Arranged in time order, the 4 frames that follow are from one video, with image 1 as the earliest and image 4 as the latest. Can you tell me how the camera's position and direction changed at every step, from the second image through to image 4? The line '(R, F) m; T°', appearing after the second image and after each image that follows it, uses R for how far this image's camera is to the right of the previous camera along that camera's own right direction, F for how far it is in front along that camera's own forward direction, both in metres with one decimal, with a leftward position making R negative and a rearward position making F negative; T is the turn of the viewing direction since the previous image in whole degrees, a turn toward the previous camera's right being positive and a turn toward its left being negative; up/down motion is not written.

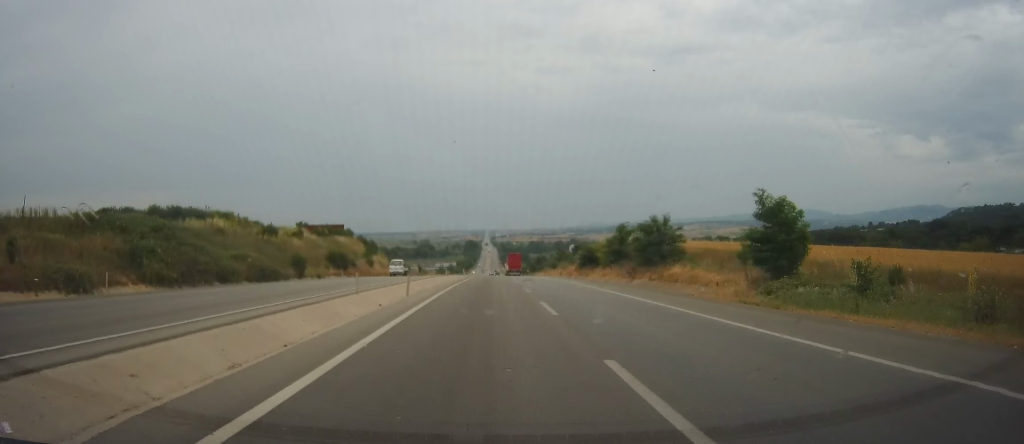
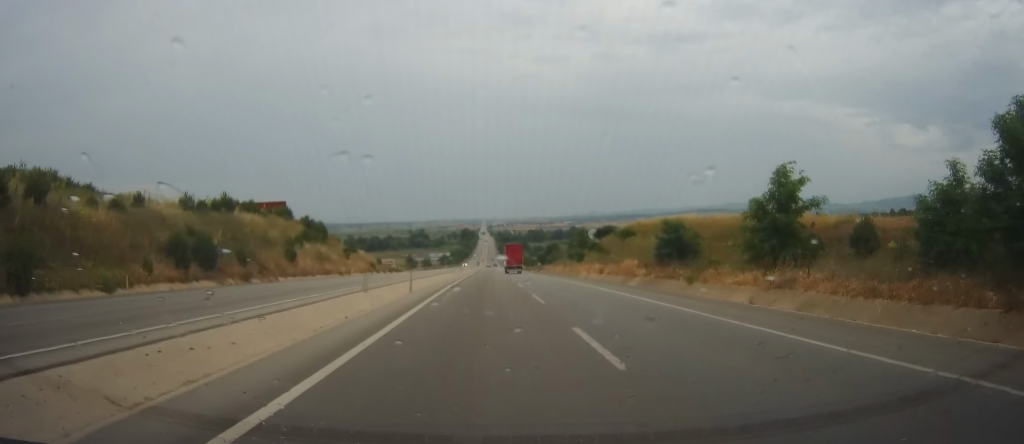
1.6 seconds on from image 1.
(+0.6, +43.0) m; +1°
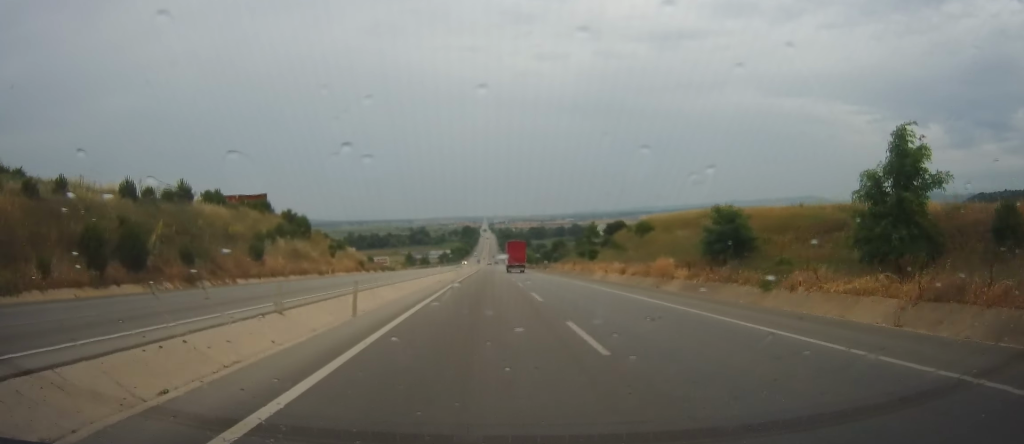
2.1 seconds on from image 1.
(+0.1, +11.6) m; 0°
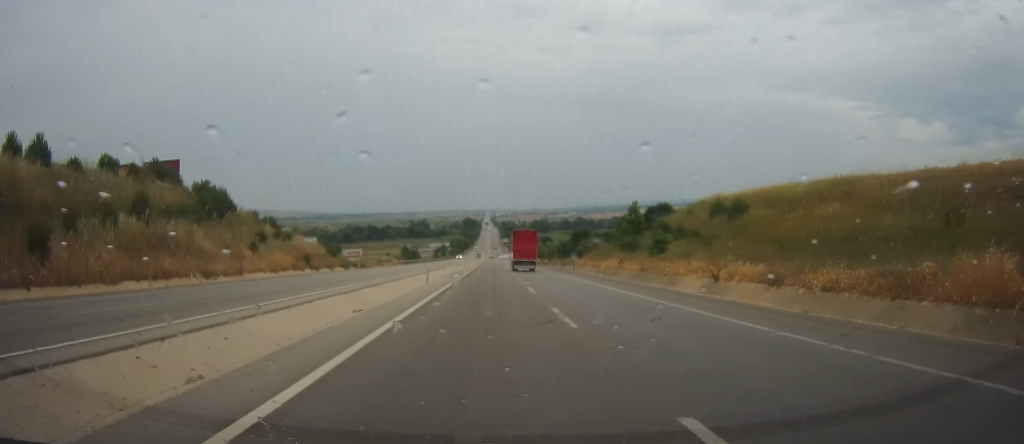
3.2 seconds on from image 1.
(-0.3, +32.1) m; 0°
